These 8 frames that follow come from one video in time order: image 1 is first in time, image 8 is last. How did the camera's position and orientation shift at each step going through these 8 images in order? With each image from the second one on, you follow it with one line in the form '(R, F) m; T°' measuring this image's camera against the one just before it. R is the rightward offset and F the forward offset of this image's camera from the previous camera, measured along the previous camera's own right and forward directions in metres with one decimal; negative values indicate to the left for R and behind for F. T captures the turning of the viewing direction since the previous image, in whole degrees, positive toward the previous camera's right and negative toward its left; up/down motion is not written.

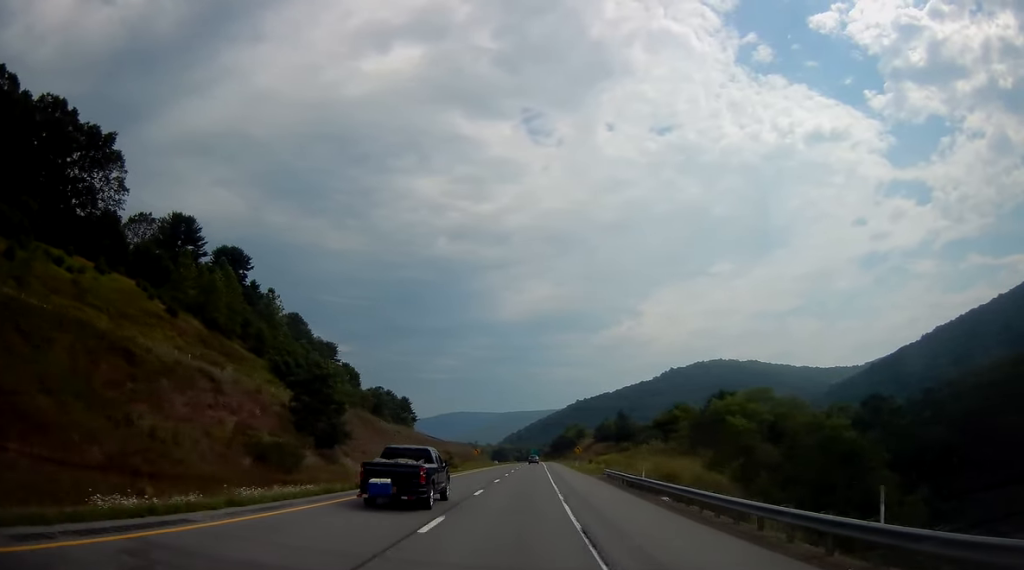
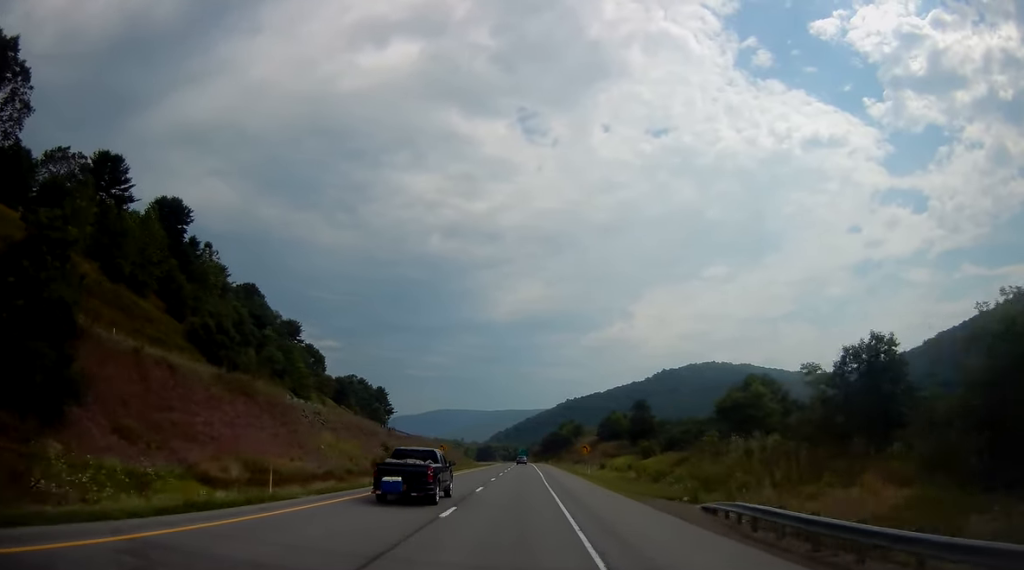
(+0.7, +35.3) m; +2°
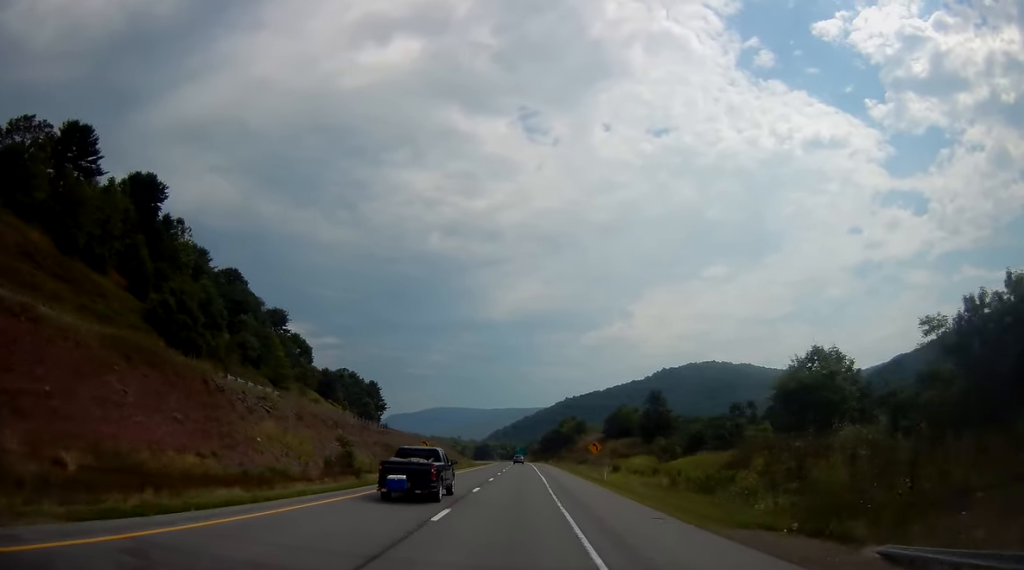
(+0.1, +14.4) m; +1°
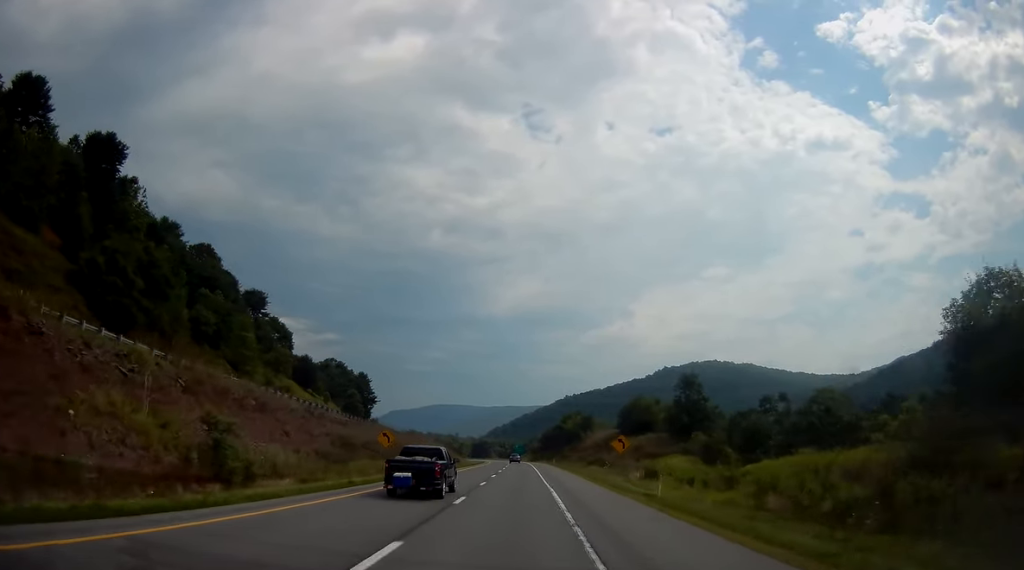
(+0.1, +21.6) m; 0°
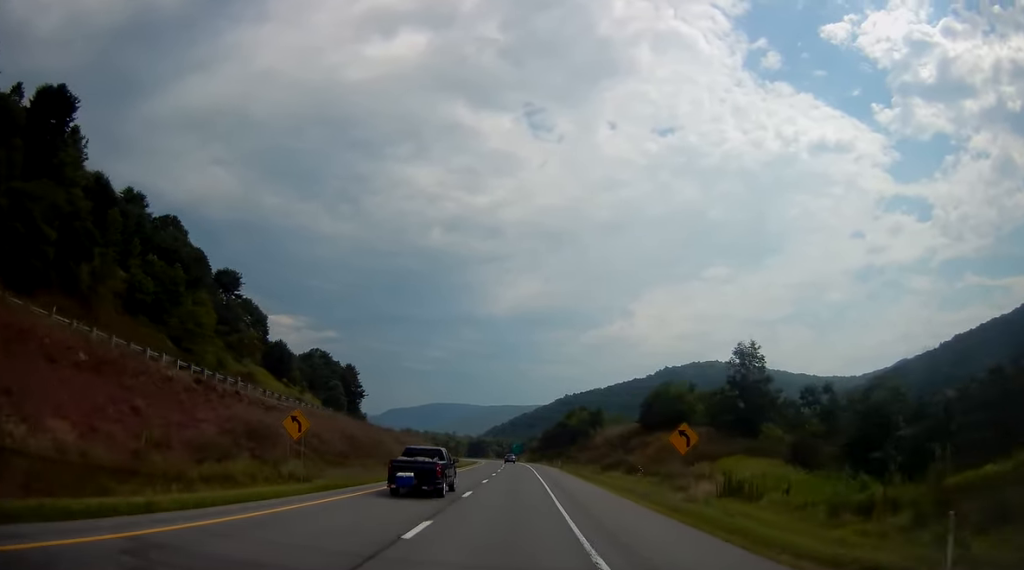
(0.0, +20.1) m; 0°
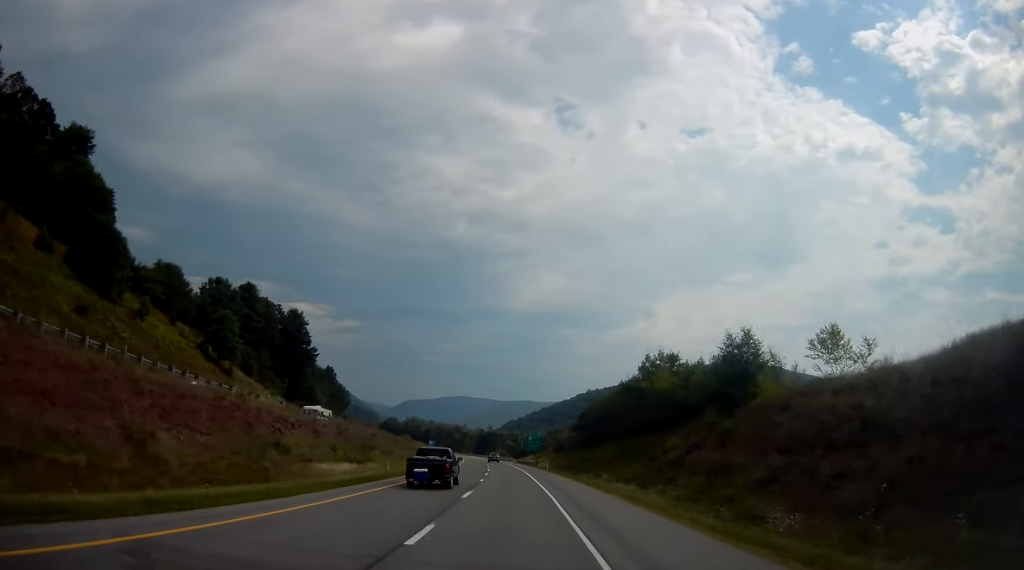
(-0.6, +81.1) m; -2°
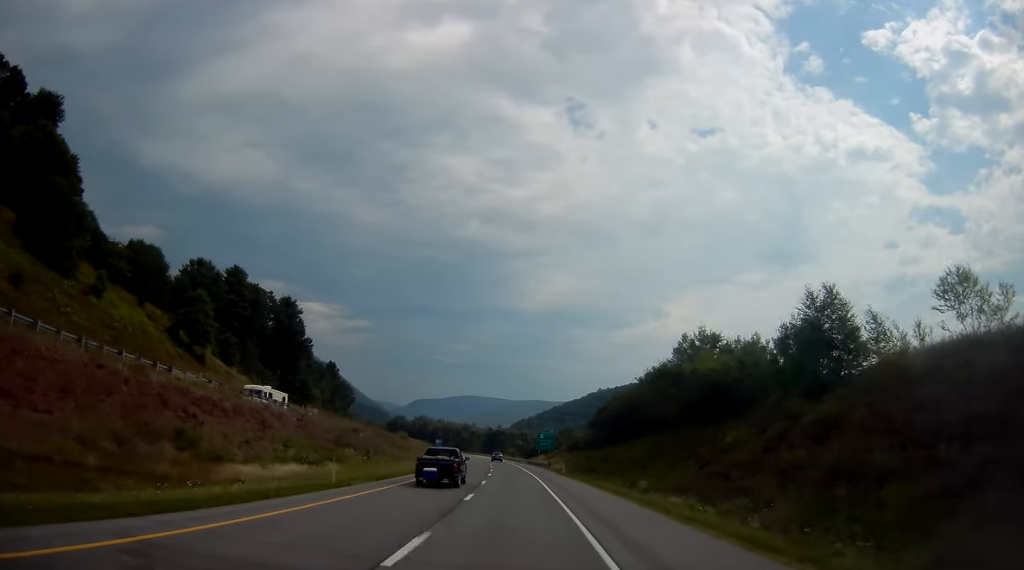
(0.0, +14.2) m; 0°
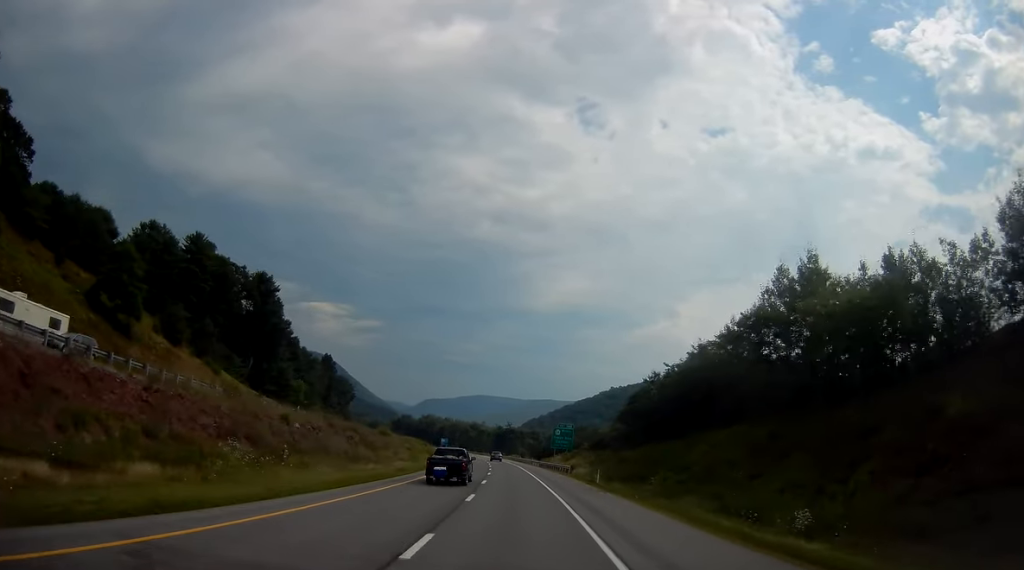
(-0.1, +24.5) m; -1°
